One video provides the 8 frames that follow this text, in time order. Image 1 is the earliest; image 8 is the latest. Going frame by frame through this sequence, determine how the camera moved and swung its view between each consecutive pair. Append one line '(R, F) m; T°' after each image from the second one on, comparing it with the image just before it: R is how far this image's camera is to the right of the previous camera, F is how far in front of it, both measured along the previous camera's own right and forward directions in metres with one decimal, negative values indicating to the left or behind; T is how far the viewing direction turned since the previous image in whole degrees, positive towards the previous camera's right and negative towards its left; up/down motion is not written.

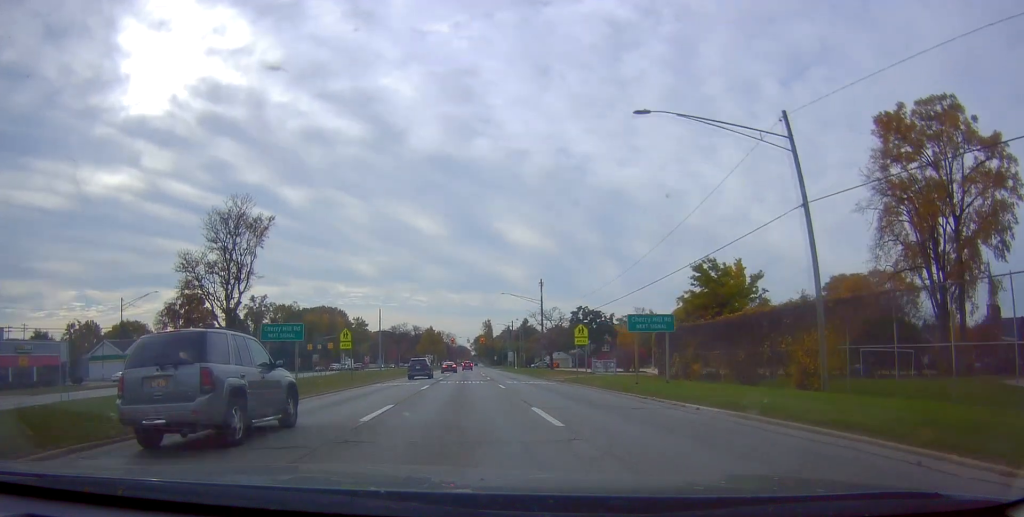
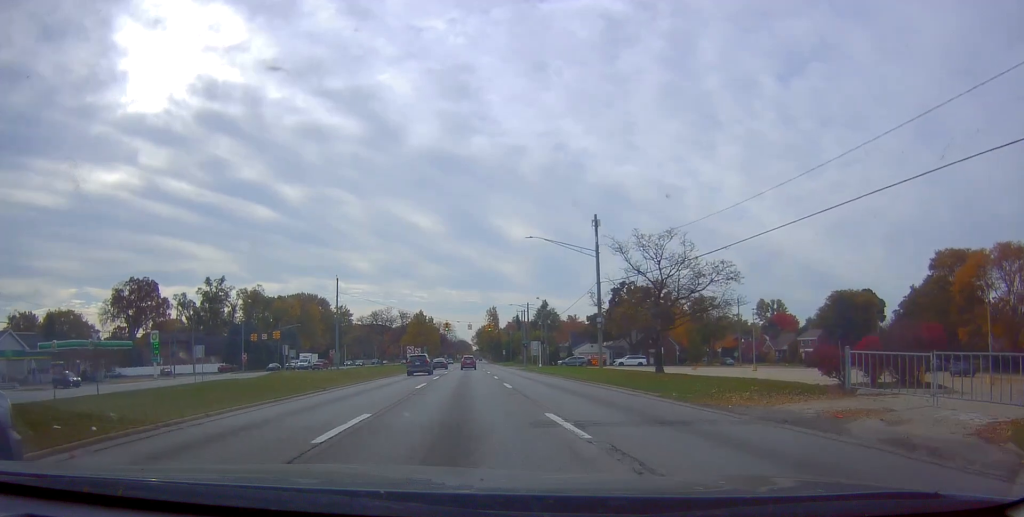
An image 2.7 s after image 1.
(-0.7, +36.7) m; -1°
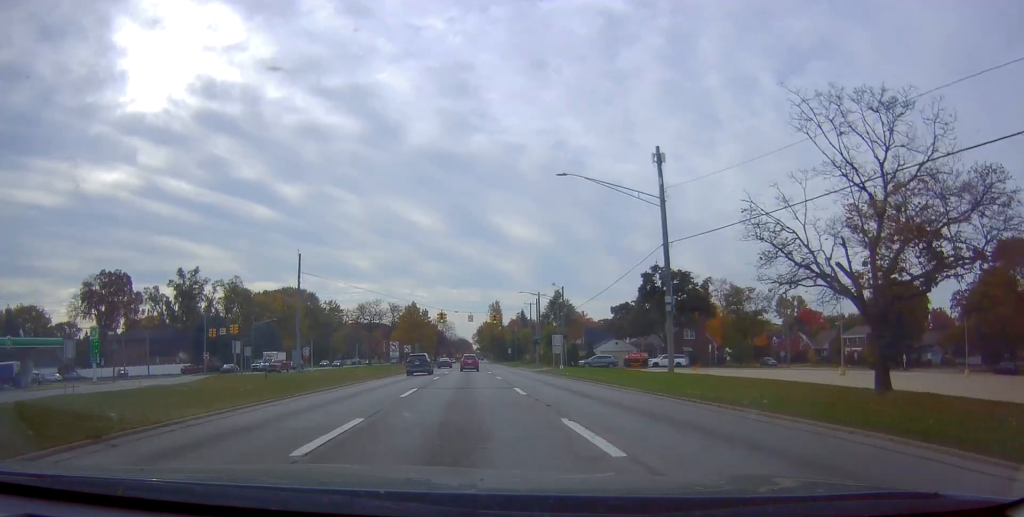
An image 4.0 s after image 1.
(+0.2, +17.4) m; +1°
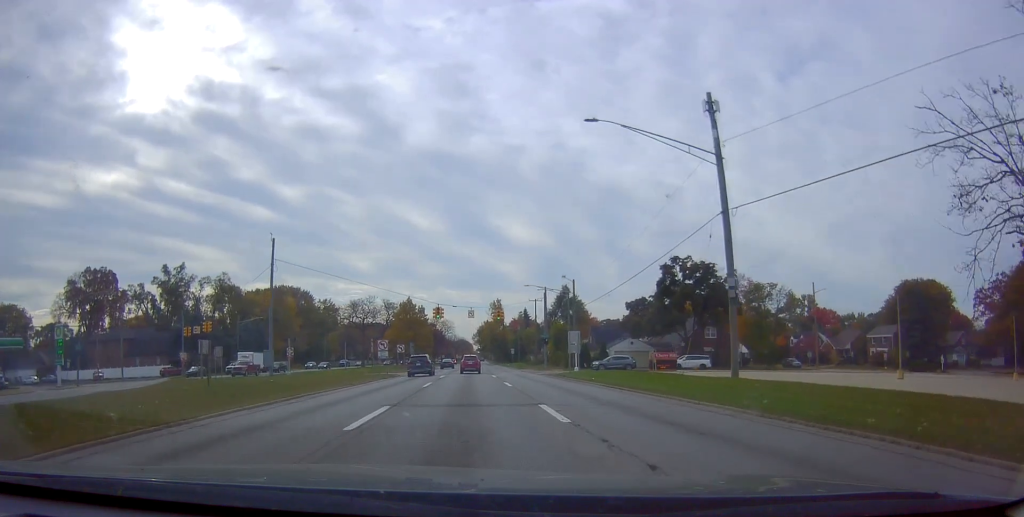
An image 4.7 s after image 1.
(0.0, +8.3) m; +1°
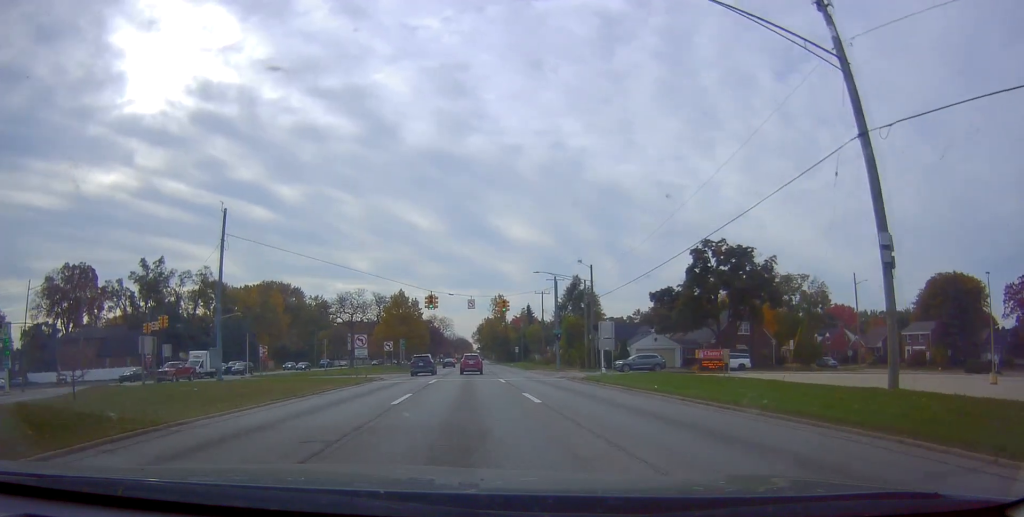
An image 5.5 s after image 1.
(+0.2, +10.9) m; 0°
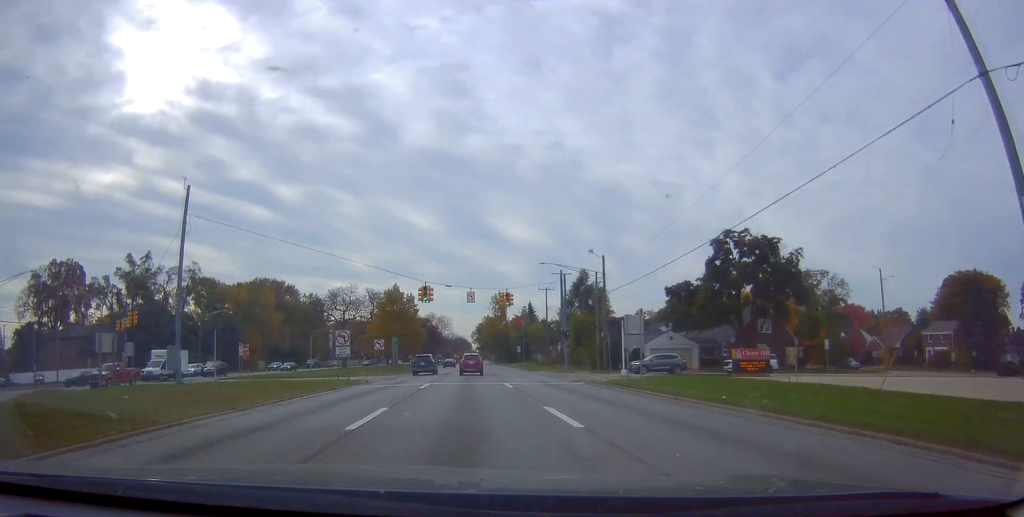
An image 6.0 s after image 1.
(+0.1, +5.9) m; -2°
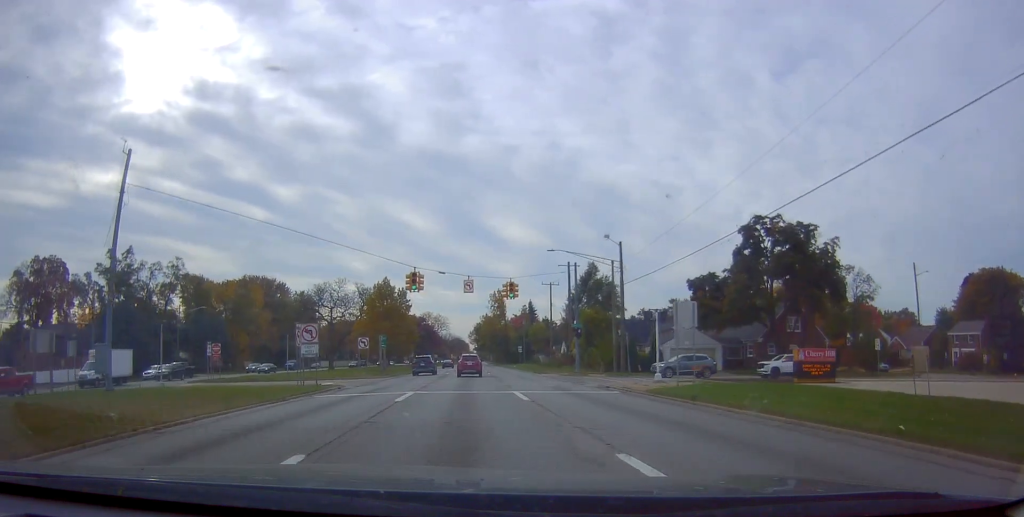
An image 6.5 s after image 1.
(-0.1, +7.2) m; -1°
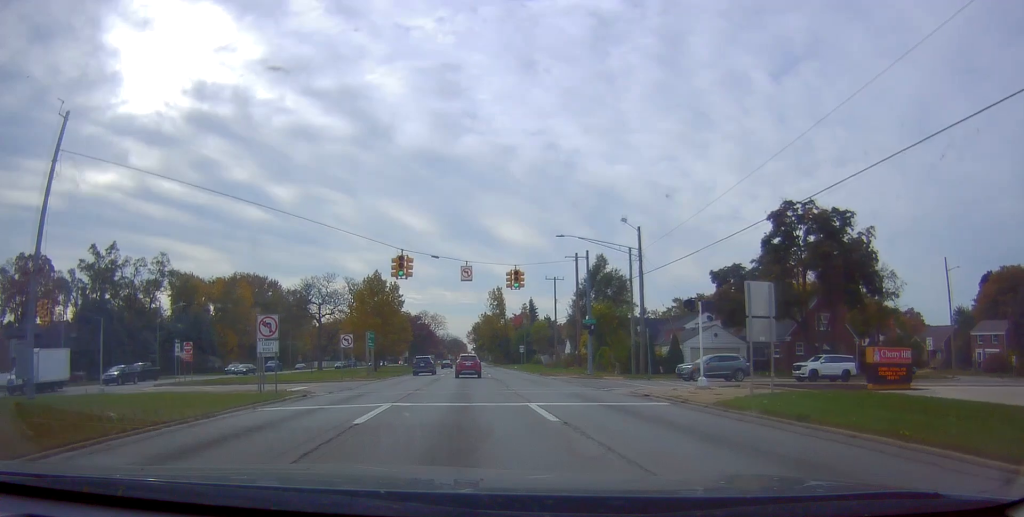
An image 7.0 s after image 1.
(-0.4, +5.9) m; 0°
